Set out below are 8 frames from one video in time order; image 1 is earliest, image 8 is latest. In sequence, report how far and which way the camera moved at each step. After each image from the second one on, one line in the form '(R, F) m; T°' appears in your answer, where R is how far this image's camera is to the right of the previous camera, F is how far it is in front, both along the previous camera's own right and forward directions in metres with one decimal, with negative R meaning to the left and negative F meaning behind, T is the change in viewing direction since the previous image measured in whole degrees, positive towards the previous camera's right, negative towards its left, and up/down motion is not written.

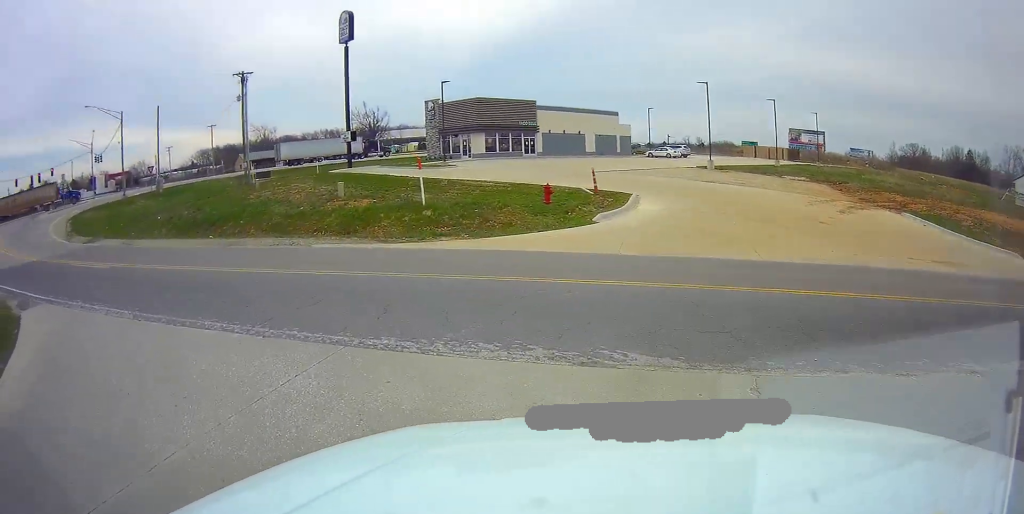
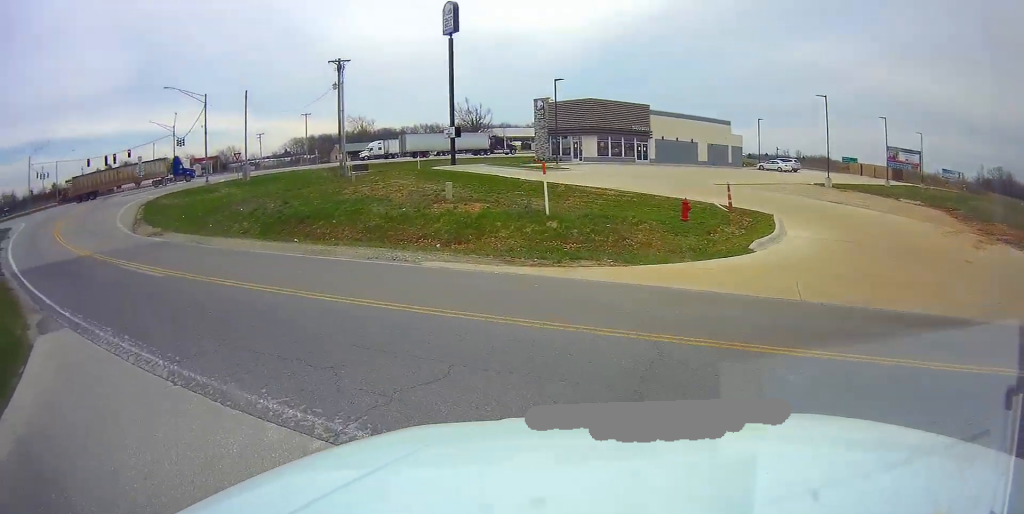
(-0.3, +2.9) m; -7°
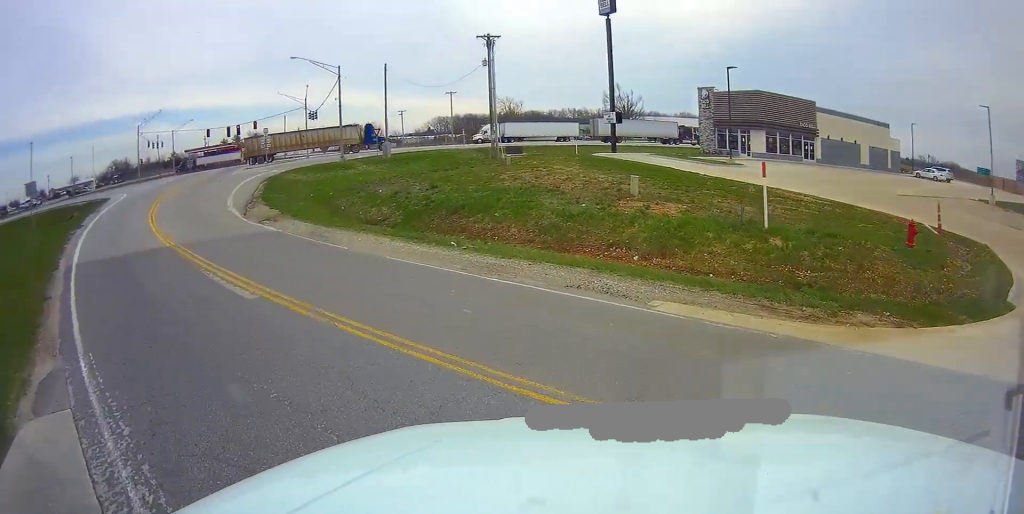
(-0.1, +4.4) m; -9°
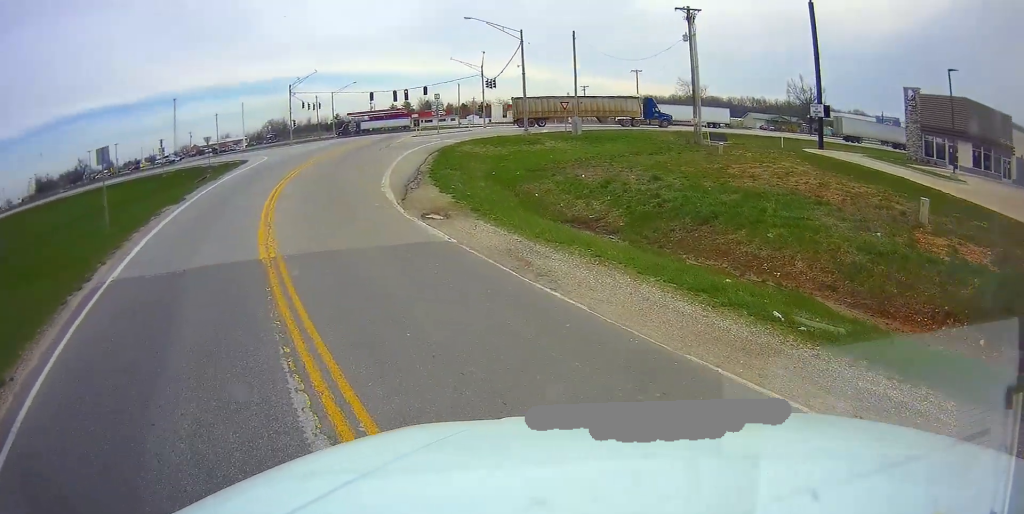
(-0.8, +6.7) m; -7°
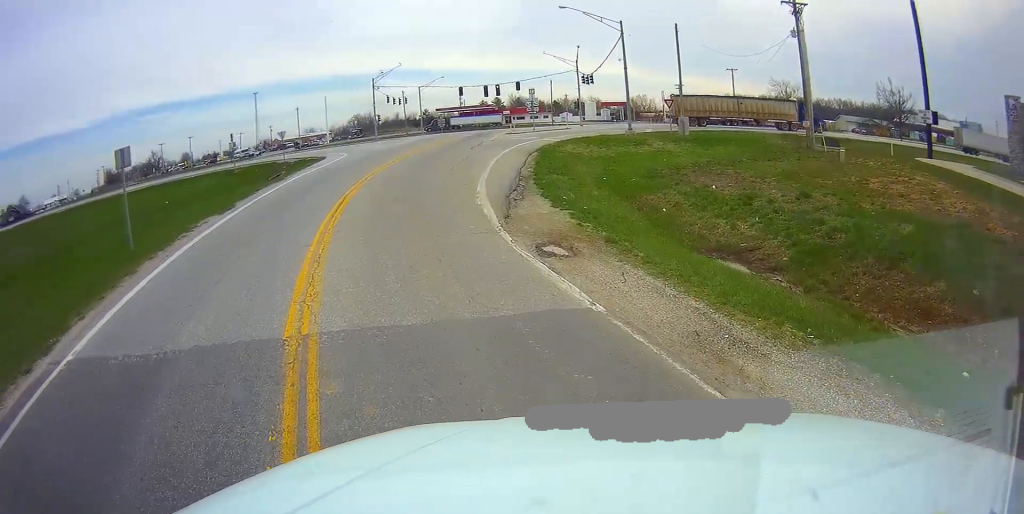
(-0.1, +4.5) m; -1°
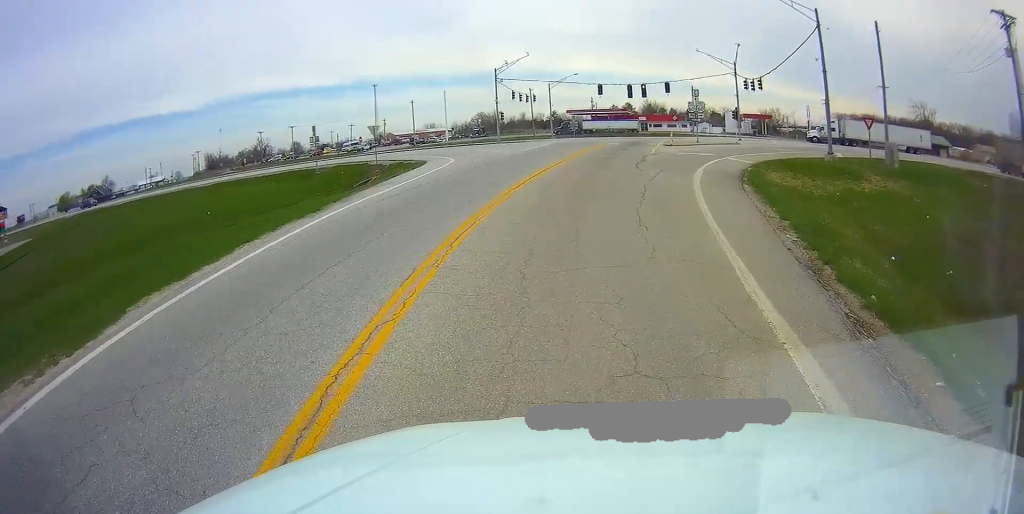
(-0.1, +13.5) m; 0°
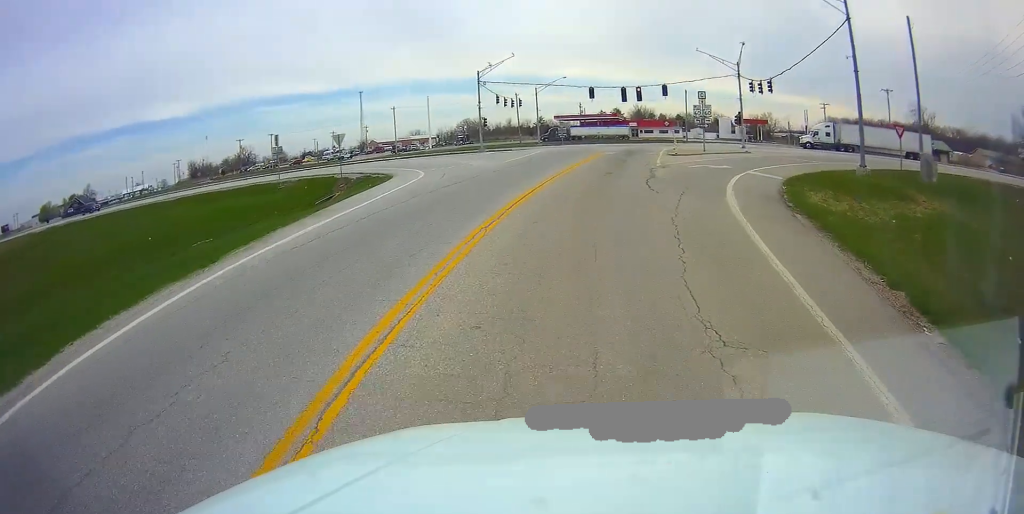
(+0.1, +5.4) m; +2°
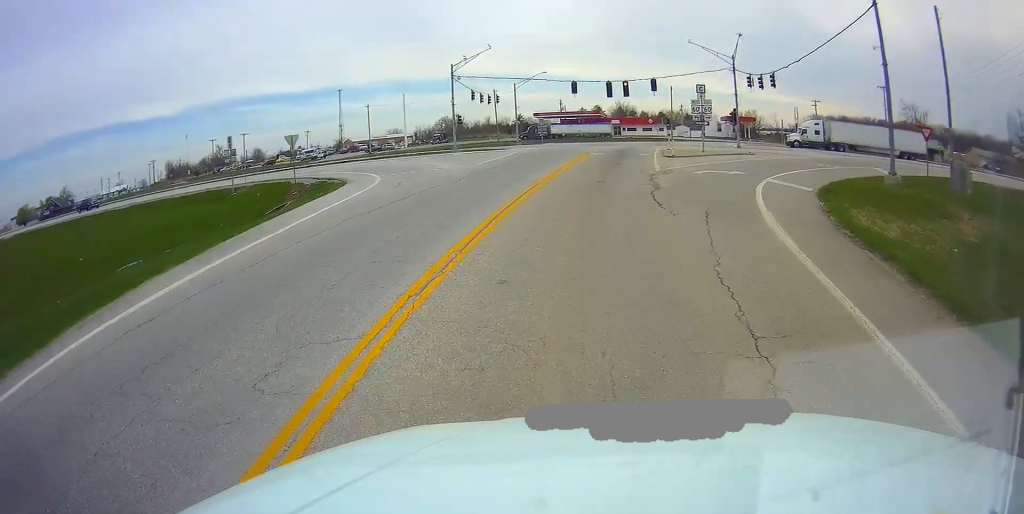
(0.0, +4.7) m; +2°
